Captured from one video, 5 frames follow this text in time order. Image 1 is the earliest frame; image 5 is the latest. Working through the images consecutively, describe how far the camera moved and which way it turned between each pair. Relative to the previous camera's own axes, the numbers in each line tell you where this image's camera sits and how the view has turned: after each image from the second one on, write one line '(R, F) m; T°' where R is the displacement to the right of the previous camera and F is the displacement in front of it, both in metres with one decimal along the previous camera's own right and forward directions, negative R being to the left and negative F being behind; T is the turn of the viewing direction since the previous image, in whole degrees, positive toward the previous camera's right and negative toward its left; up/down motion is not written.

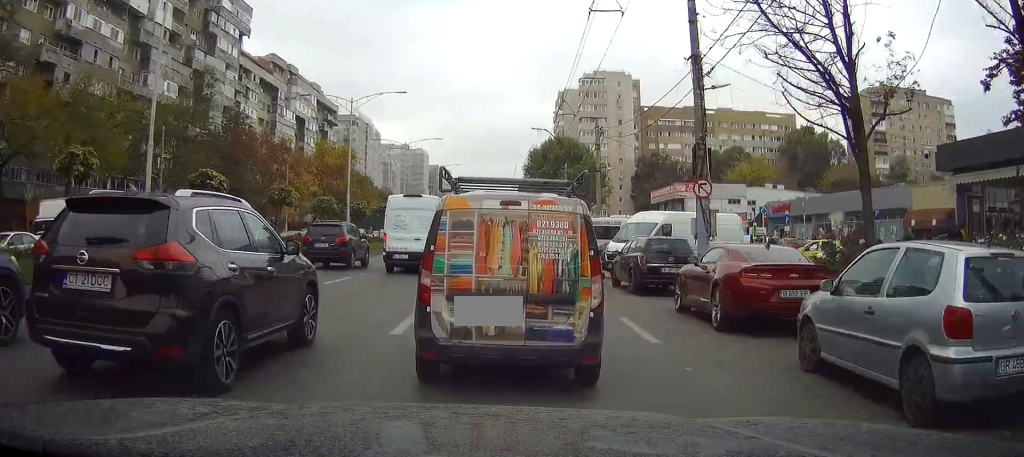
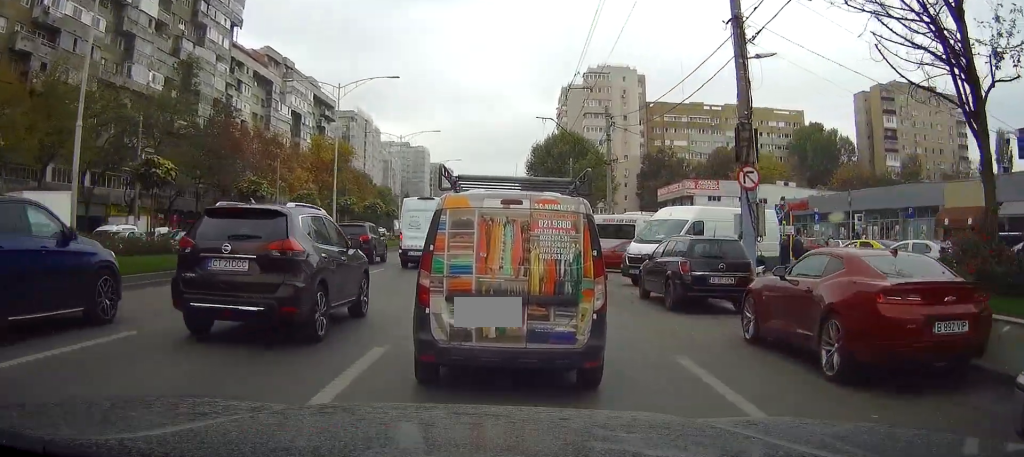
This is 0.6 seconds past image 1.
(0.0, +4.1) m; -6°
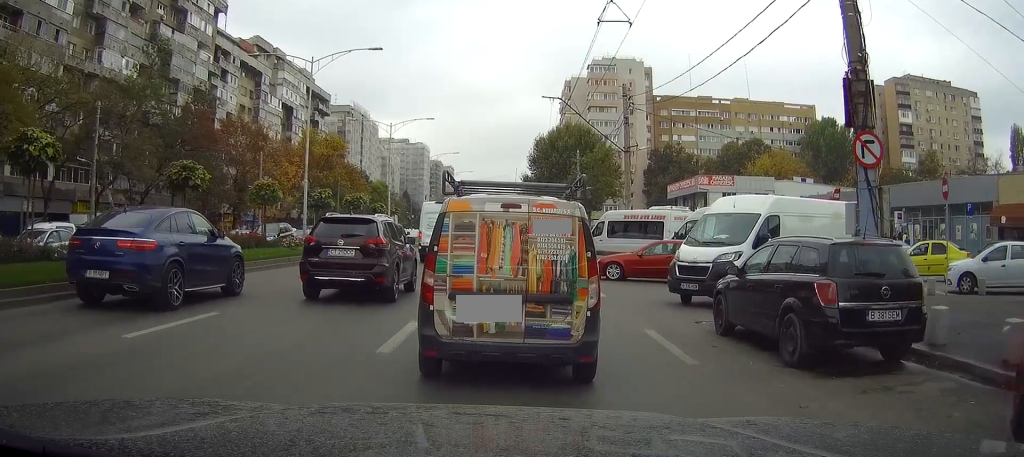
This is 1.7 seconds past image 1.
(-0.6, +6.2) m; -5°
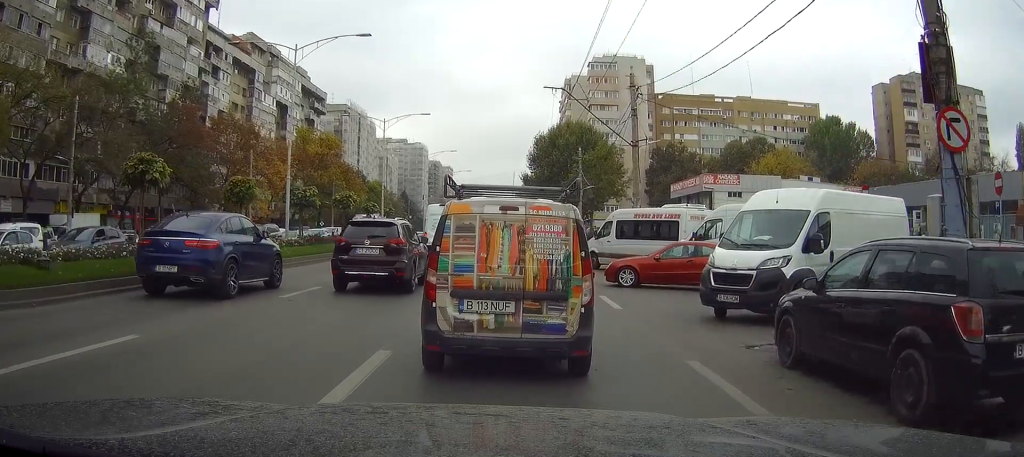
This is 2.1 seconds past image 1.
(-0.1, +2.8) m; 0°
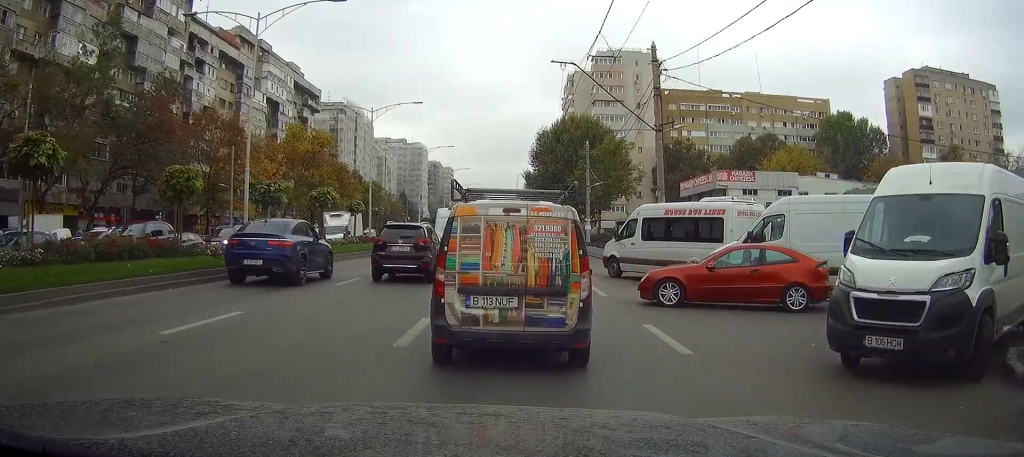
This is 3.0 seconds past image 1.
(+0.4, +5.3) m; +6°
